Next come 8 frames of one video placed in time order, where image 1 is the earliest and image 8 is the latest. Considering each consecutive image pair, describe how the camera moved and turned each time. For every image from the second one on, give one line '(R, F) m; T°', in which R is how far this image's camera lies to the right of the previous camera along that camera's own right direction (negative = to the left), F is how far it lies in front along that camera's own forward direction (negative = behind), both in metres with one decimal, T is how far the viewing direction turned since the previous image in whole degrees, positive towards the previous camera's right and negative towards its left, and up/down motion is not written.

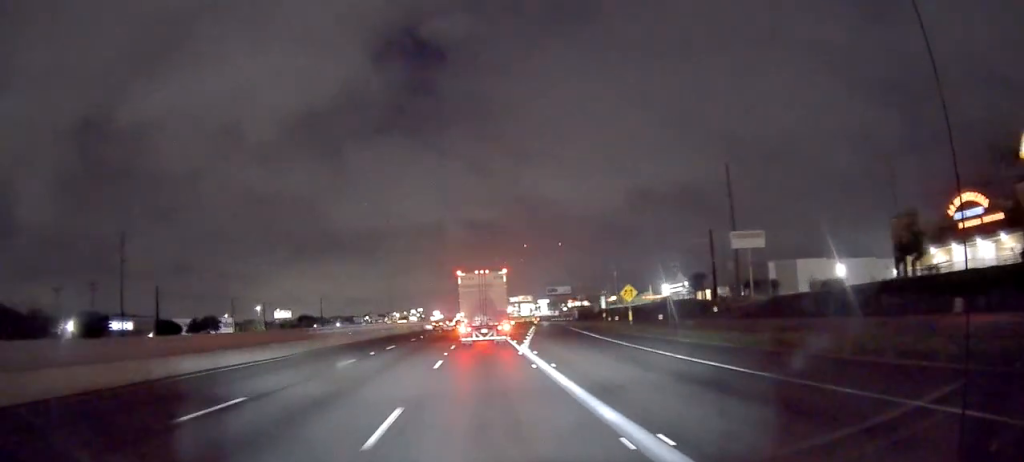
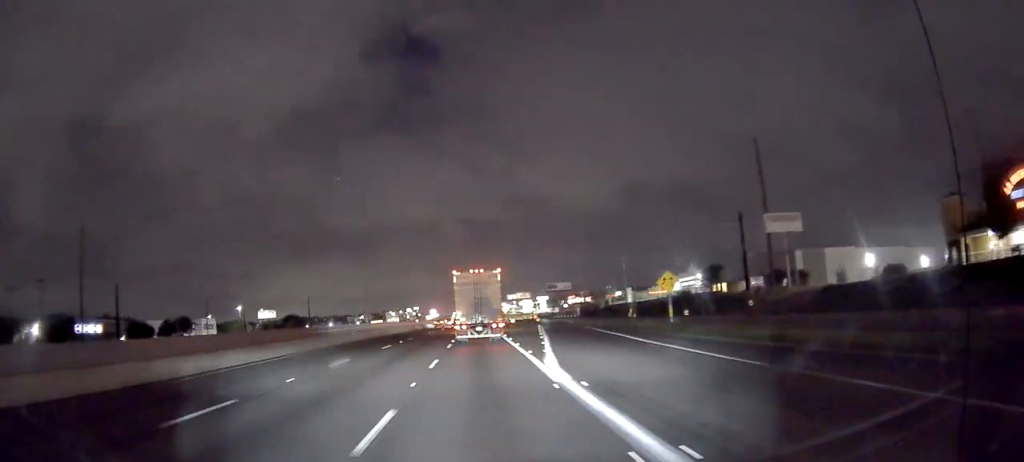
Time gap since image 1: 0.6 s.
(0.0, +12.8) m; 0°
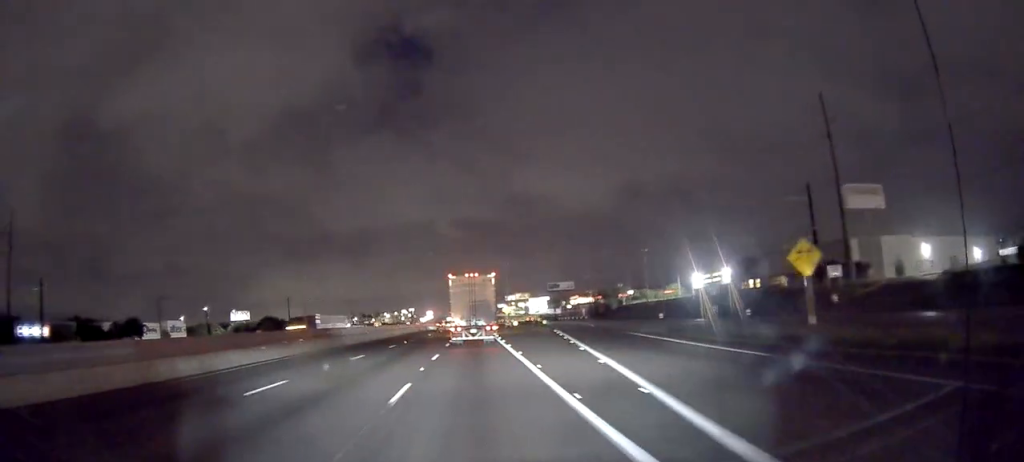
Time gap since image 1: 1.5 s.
(+0.3, +19.9) m; 0°
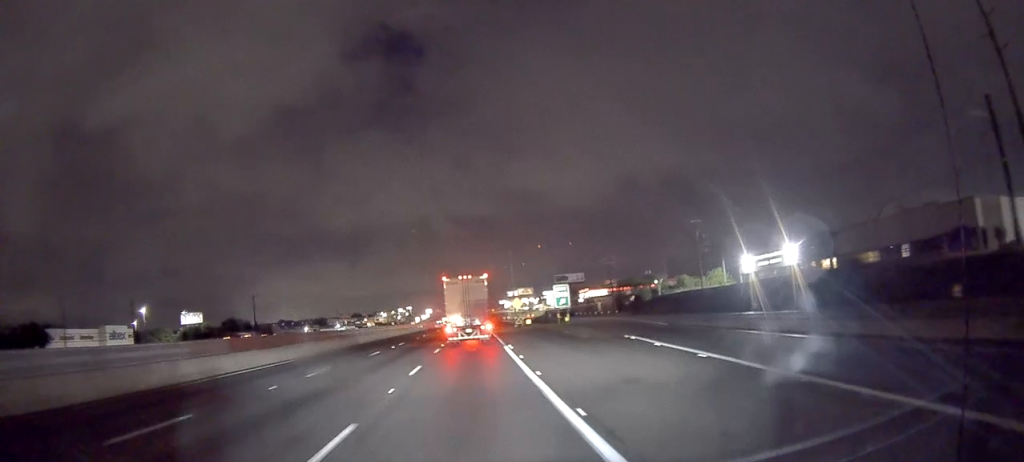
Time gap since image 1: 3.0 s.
(+0.1, +30.3) m; +2°
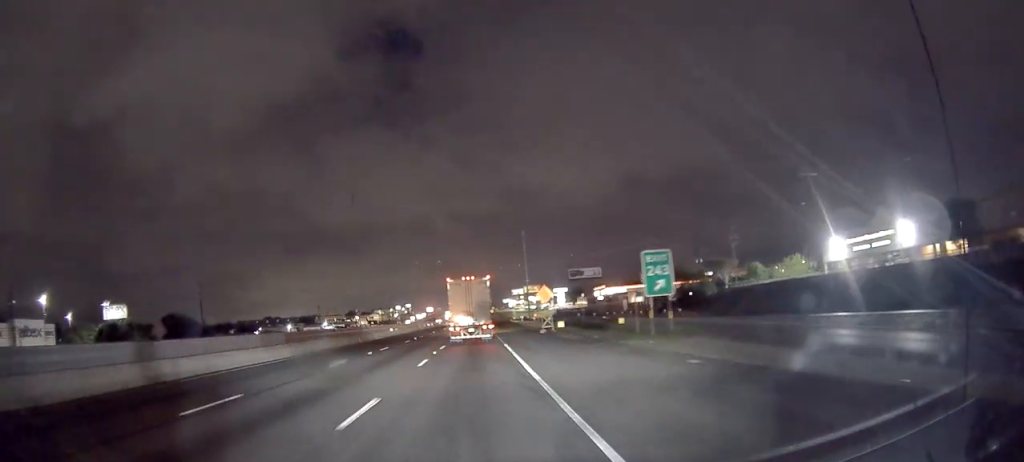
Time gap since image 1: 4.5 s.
(-0.1, +33.4) m; -2°
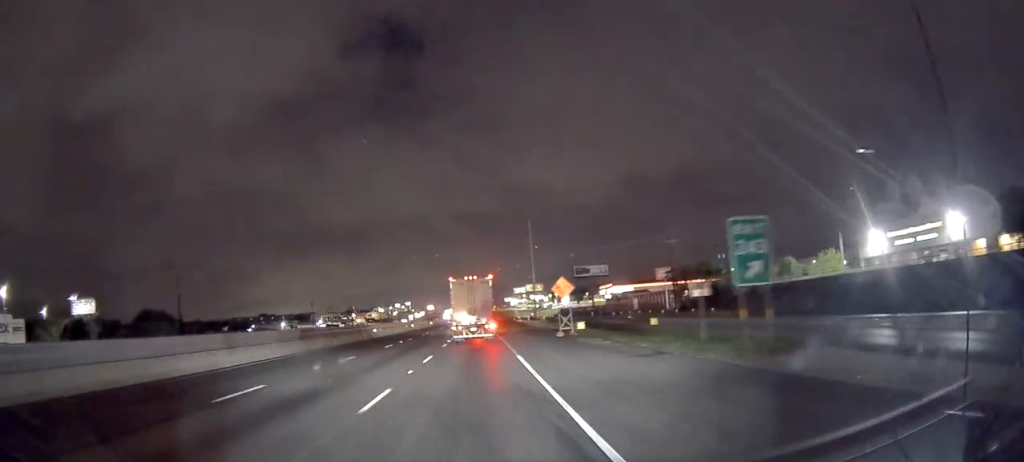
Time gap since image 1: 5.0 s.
(-0.4, +10.7) m; 0°
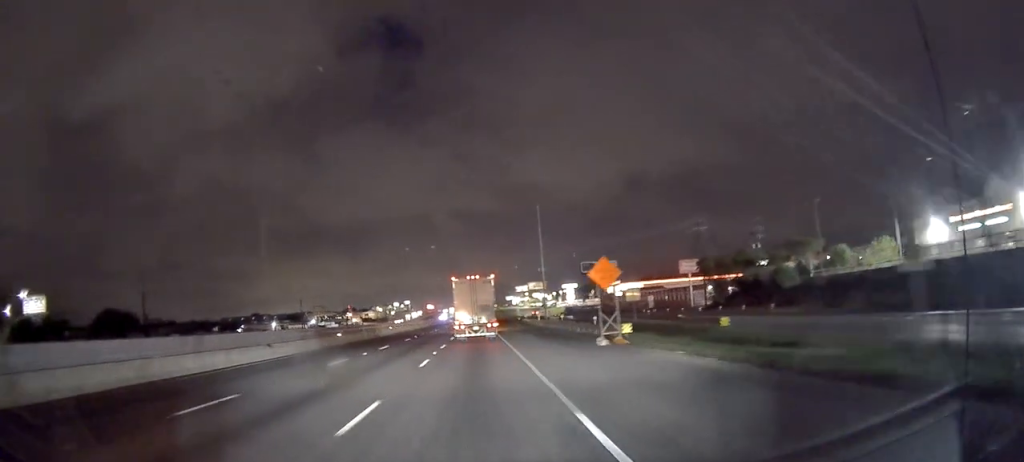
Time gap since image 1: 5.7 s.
(+0.1, +14.4) m; 0°
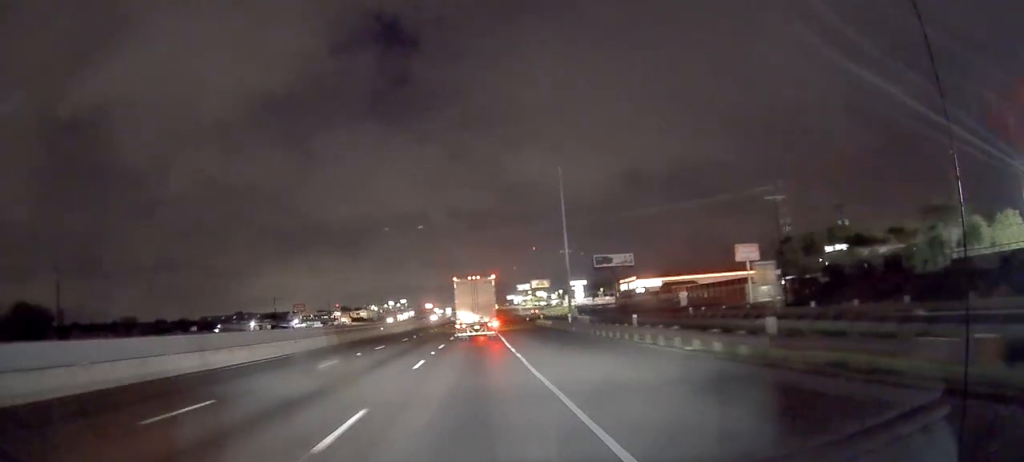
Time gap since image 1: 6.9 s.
(+0.1, +25.9) m; 0°
